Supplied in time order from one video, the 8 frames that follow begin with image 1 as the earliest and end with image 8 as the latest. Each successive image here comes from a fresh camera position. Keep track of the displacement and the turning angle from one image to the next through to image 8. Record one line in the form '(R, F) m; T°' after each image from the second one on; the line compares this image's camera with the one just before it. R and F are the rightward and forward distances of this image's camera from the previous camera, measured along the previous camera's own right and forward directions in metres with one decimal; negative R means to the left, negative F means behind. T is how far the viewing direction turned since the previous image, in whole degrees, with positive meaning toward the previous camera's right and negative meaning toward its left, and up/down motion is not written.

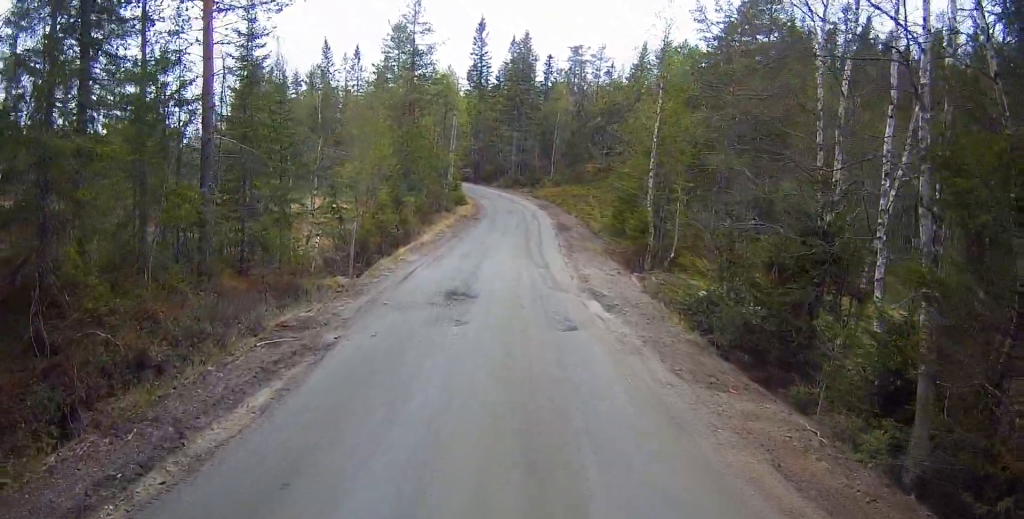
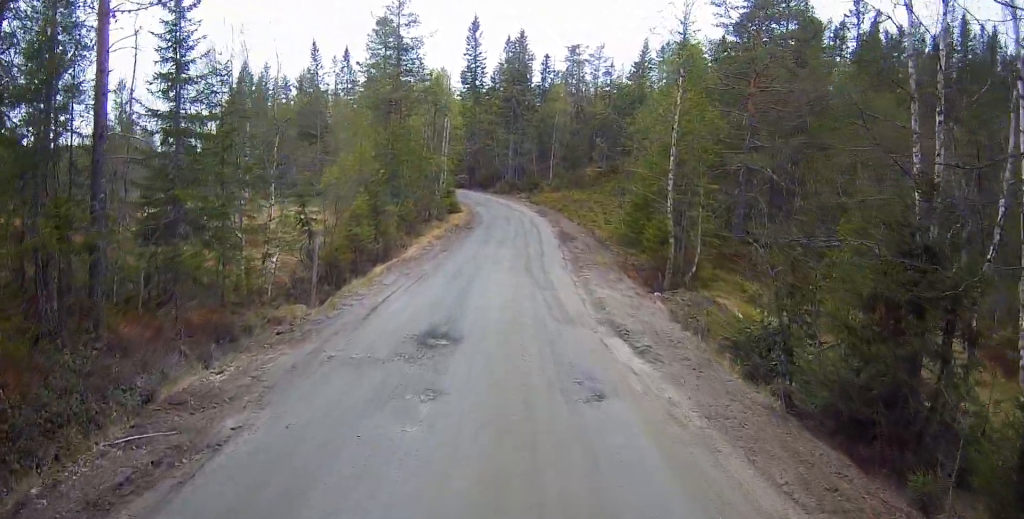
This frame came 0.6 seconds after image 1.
(0.0, +3.2) m; -3°
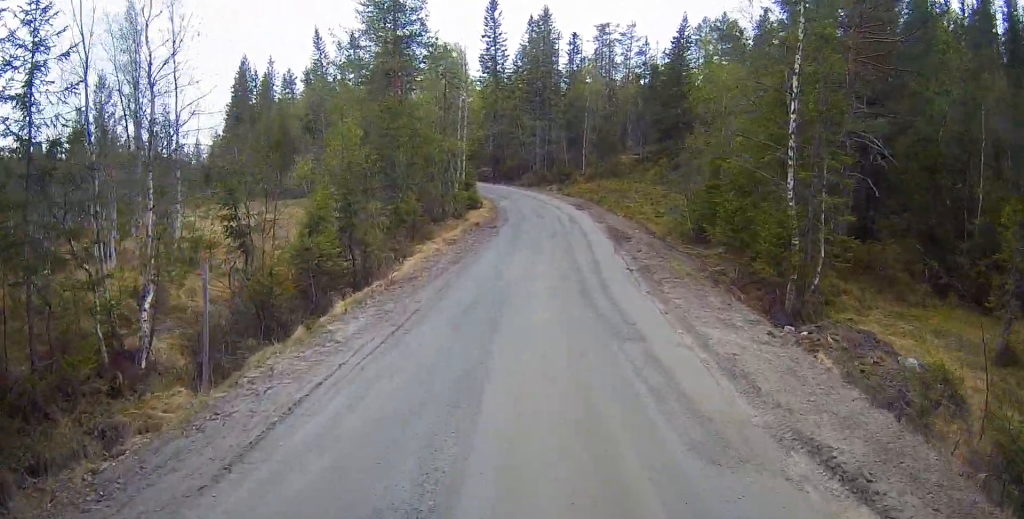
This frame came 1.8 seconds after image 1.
(-0.4, +6.8) m; -4°
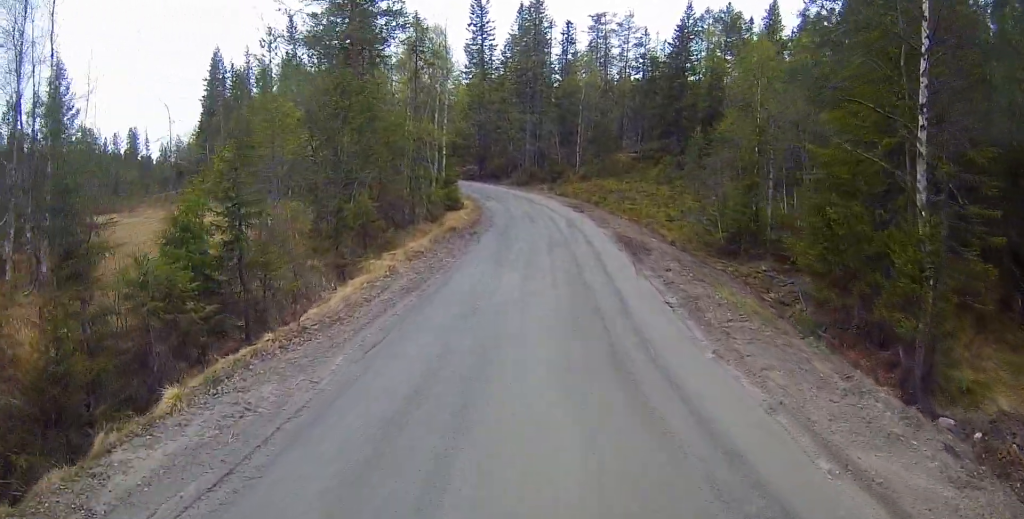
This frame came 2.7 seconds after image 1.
(+0.1, +5.3) m; +2°
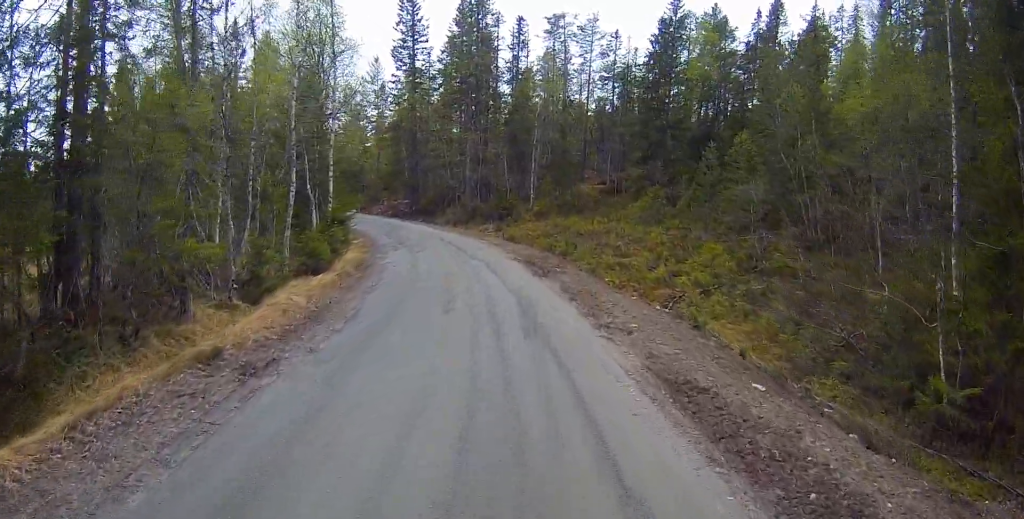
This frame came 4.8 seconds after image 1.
(+0.4, +13.7) m; +2°
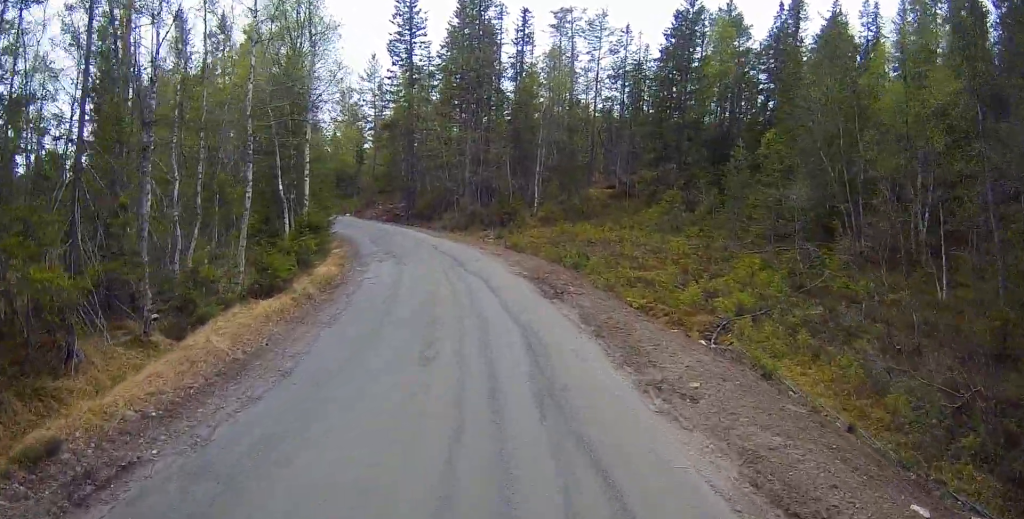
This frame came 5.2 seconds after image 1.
(0.0, +3.3) m; 0°
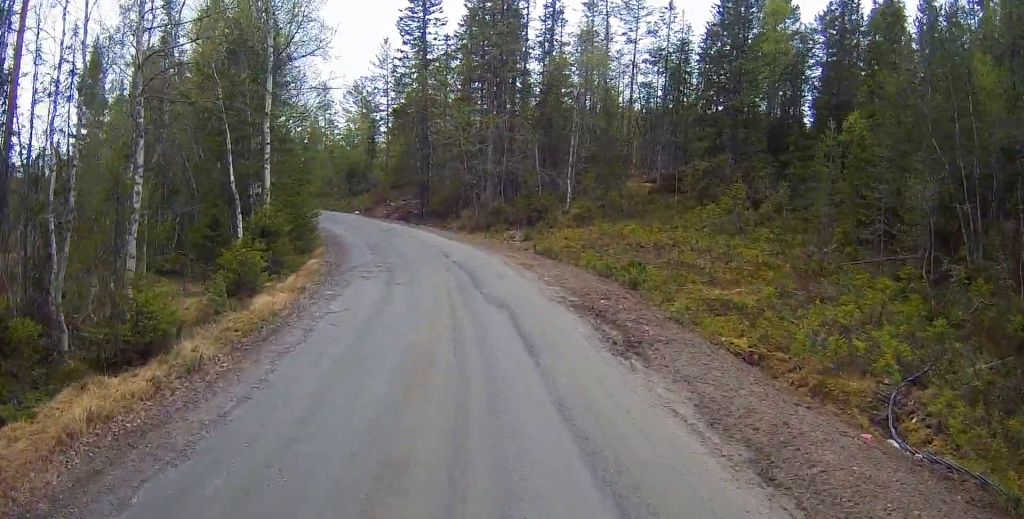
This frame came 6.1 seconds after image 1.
(+0.2, +6.1) m; +1°
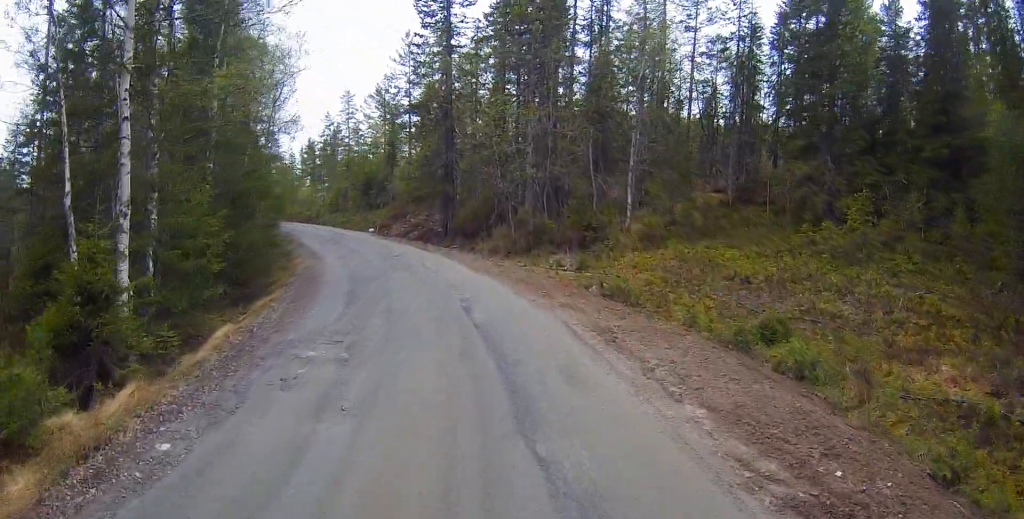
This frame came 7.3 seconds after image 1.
(-0.2, +8.0) m; -5°
